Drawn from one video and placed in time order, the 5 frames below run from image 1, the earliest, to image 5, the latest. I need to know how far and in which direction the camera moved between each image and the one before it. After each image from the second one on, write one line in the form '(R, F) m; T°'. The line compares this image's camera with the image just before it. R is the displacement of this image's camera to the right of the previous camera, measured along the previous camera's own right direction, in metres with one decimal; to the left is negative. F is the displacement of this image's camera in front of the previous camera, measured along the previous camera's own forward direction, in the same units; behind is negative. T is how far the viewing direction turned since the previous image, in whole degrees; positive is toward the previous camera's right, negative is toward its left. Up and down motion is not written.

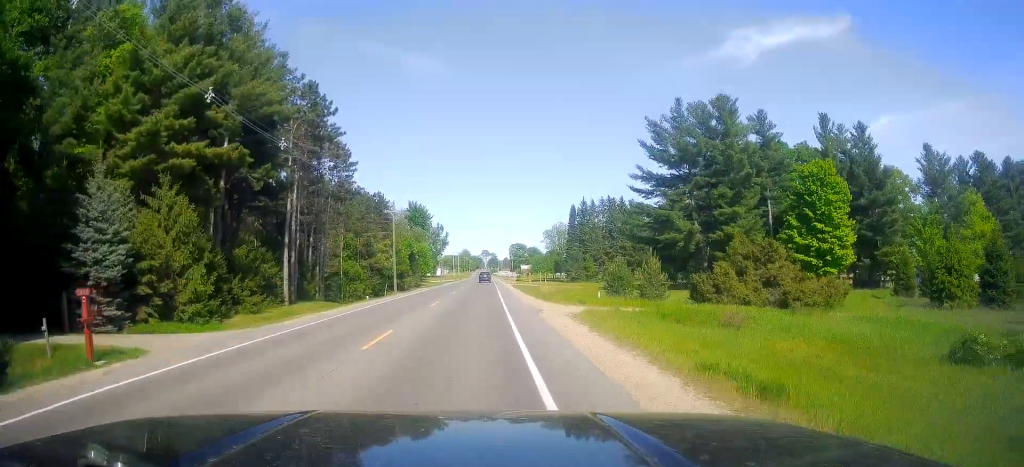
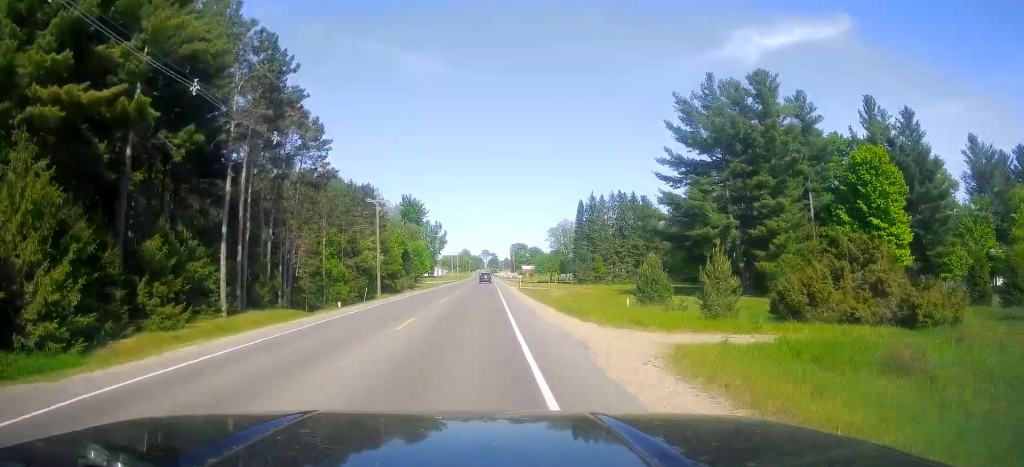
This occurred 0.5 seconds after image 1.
(+0.6, +11.2) m; -1°
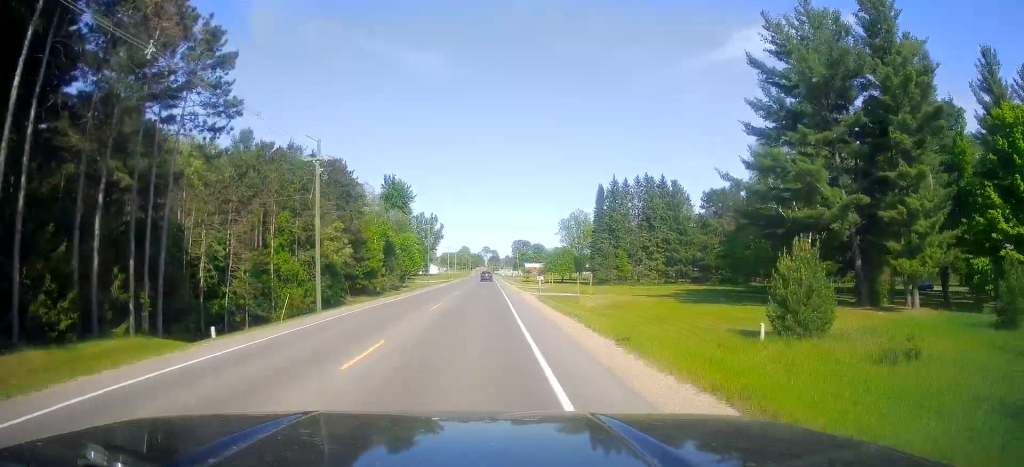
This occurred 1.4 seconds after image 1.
(-1.2, +22.1) m; -2°
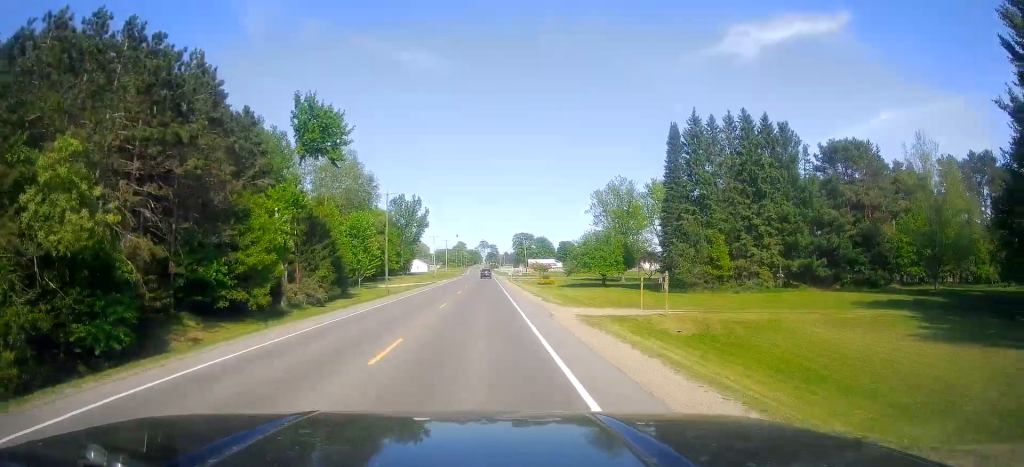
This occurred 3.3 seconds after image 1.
(+0.8, +45.2) m; +1°
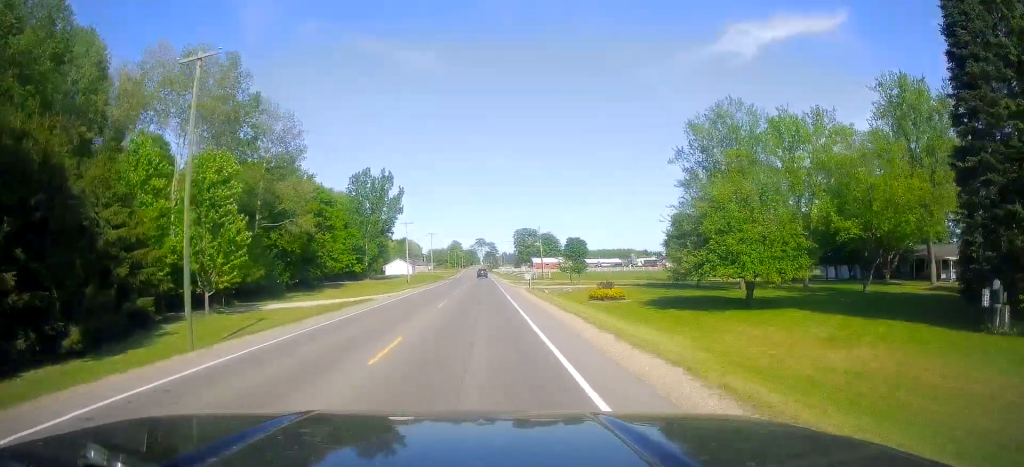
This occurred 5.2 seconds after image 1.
(-1.0, +46.0) m; -2°
